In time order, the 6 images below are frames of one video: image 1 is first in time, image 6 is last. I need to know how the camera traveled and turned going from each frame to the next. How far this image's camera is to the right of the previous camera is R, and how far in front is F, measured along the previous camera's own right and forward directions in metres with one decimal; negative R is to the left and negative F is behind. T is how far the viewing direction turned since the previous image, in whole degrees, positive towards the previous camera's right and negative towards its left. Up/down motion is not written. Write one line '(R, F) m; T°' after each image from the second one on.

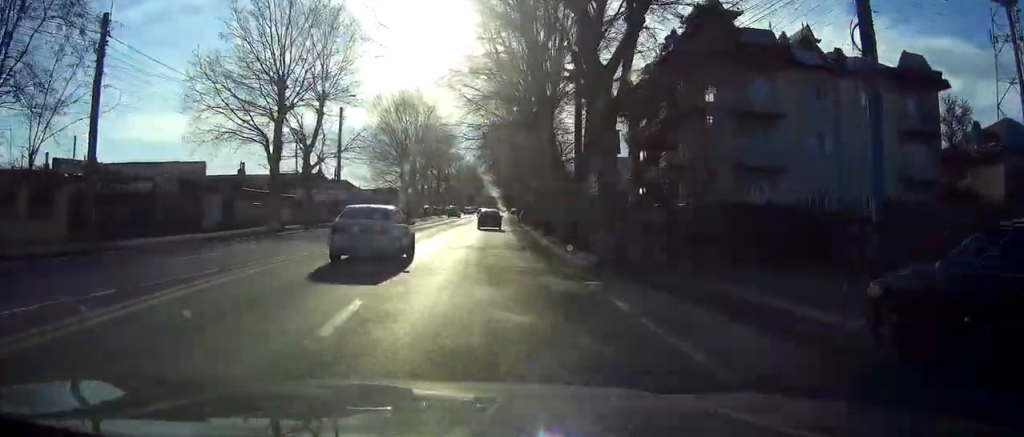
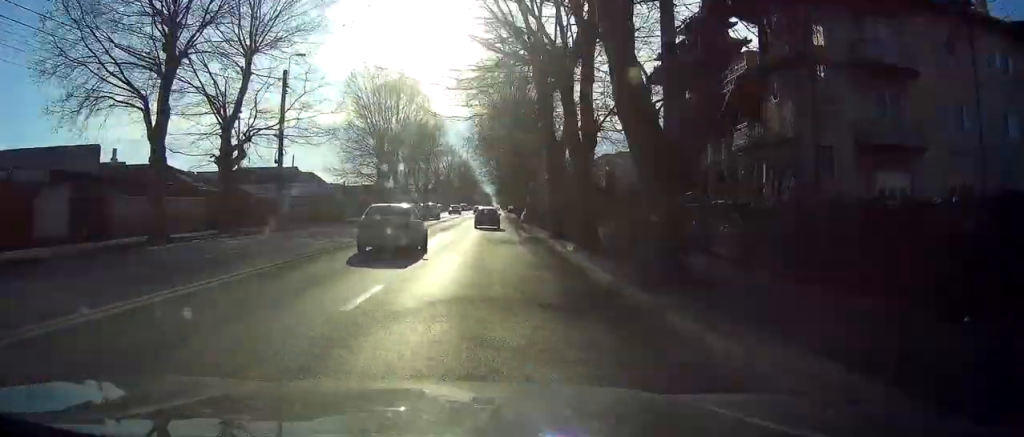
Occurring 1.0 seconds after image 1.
(+0.1, +15.7) m; +1°
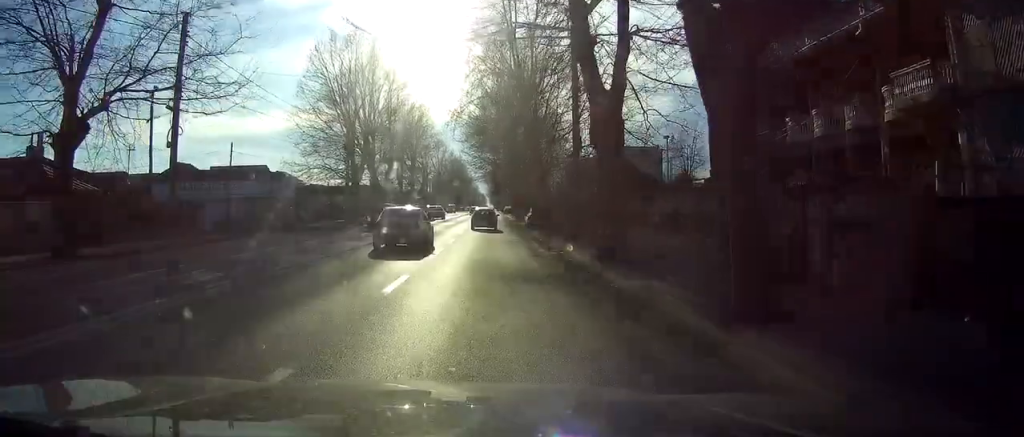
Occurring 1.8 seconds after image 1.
(0.0, +14.0) m; +1°
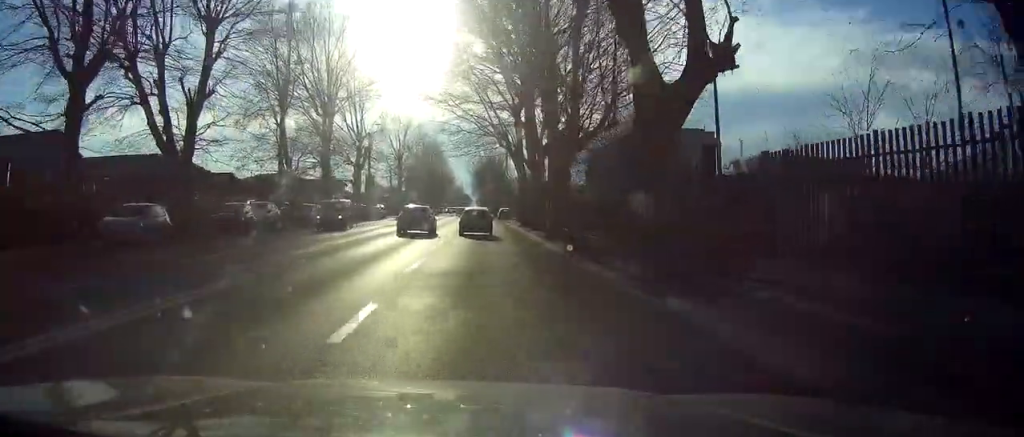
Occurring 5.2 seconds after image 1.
(+1.0, +55.7) m; +2°
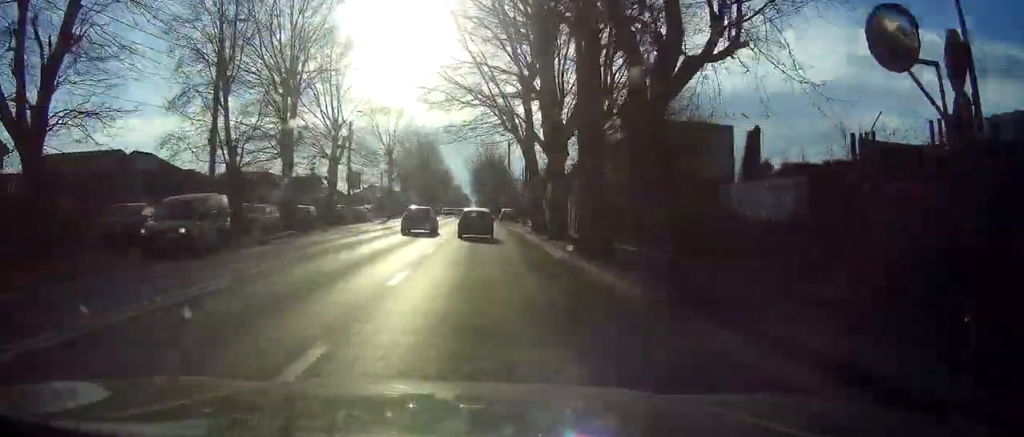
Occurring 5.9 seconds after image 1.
(0.0, +11.6) m; 0°
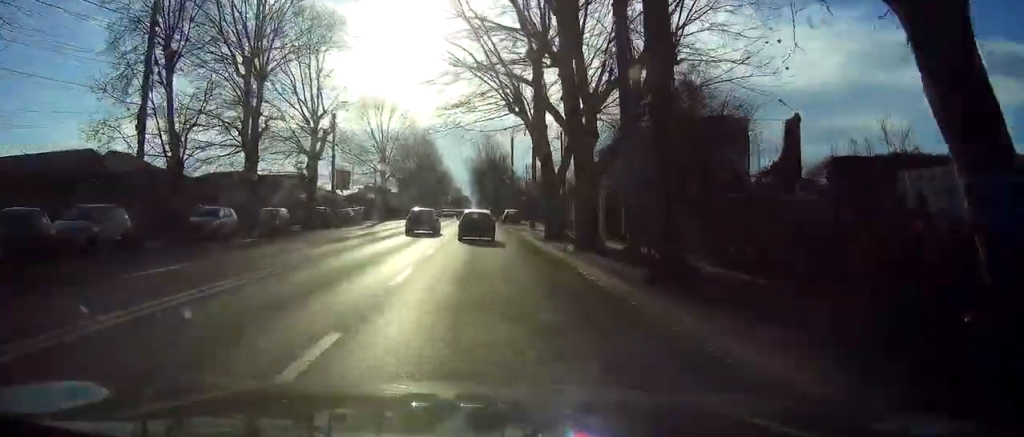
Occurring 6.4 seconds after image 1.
(0.0, +7.7) m; 0°
